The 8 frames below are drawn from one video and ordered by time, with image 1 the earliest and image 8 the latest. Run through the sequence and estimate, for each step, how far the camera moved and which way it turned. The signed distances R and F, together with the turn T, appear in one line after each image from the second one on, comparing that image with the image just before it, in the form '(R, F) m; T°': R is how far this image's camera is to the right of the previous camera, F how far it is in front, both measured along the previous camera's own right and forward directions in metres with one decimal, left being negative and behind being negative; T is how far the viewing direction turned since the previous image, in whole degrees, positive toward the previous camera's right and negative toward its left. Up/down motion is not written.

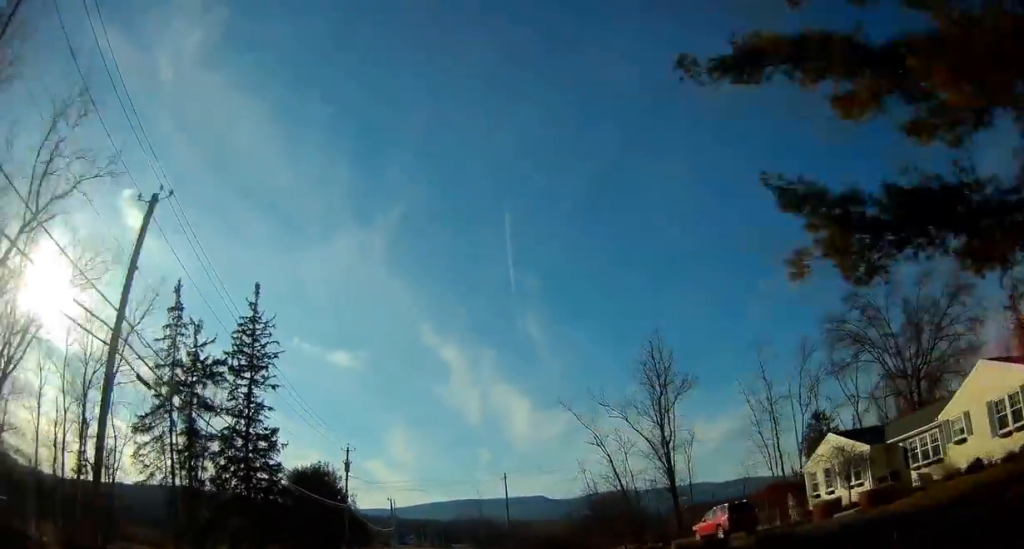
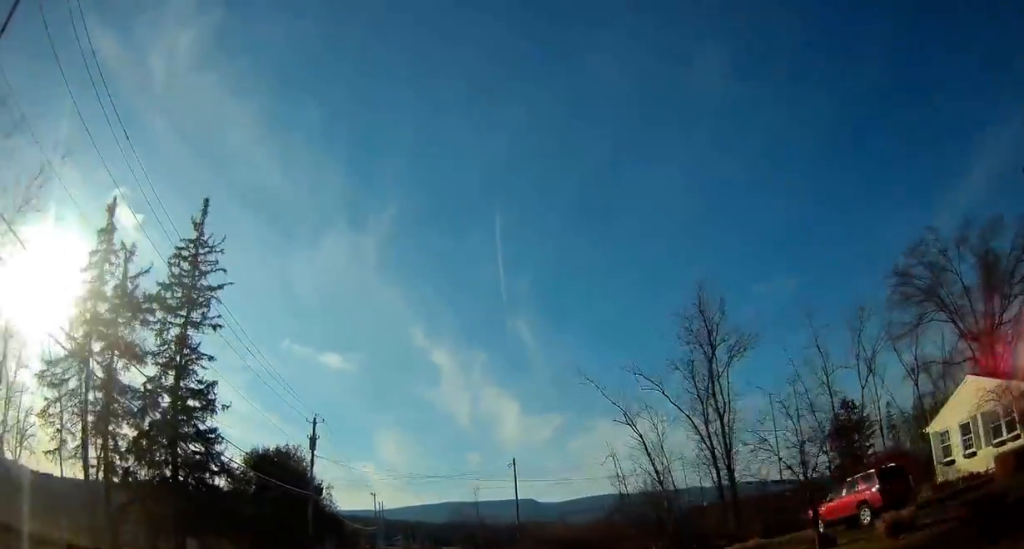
(0.0, +11.5) m; 0°
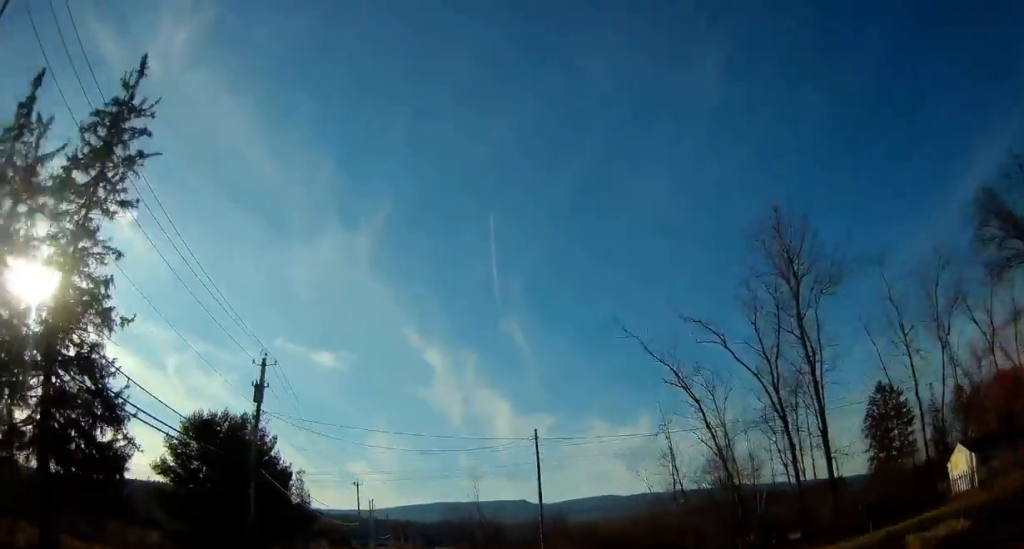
(0.0, +11.6) m; +1°
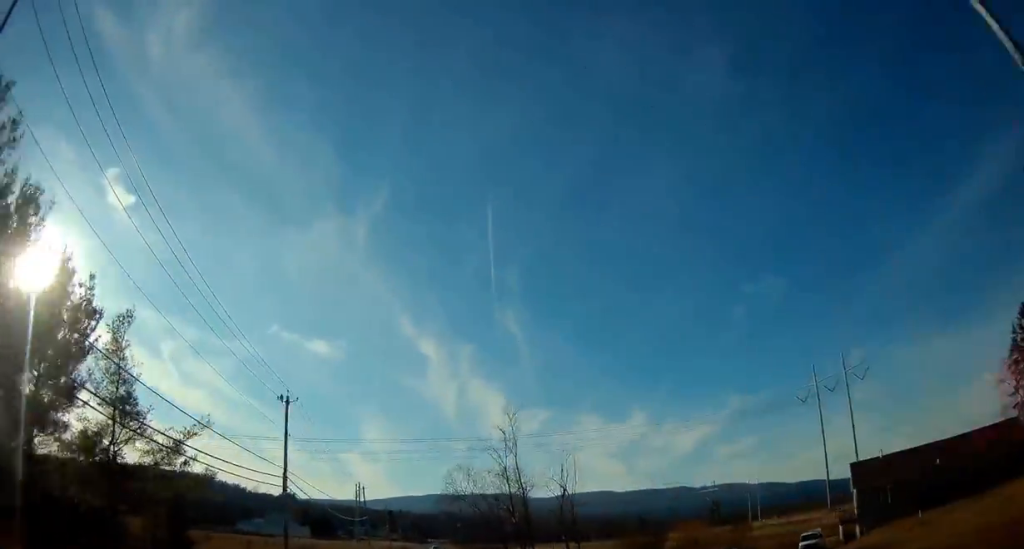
(+0.5, +32.3) m; +3°
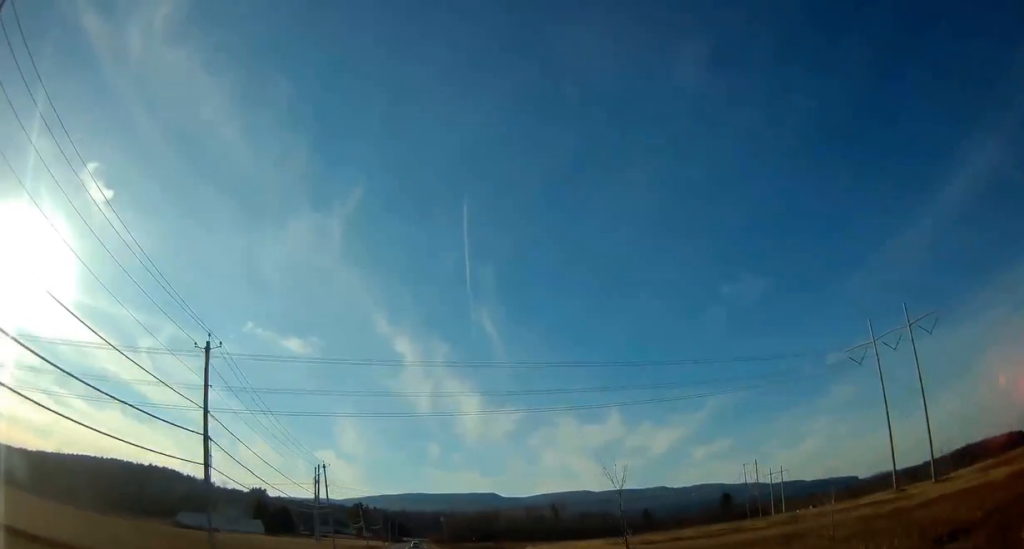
(+1.0, +50.4) m; +1°
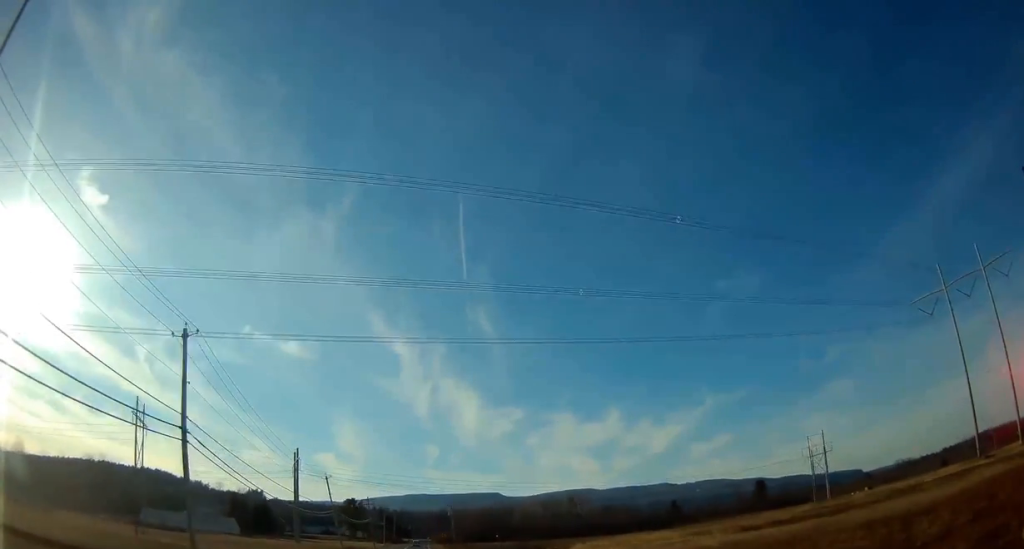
(+0.3, +37.4) m; +1°
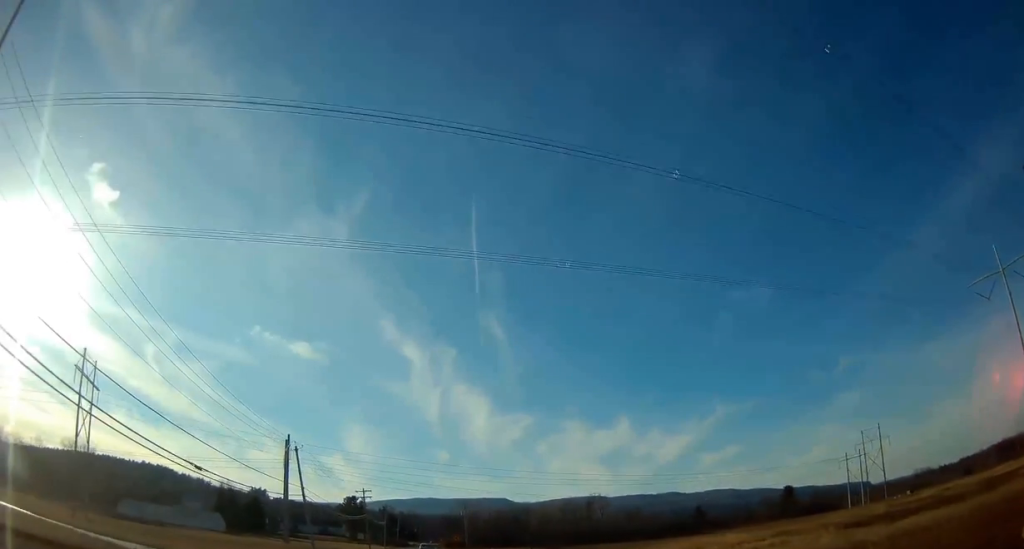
(0.0, +21.5) m; 0°
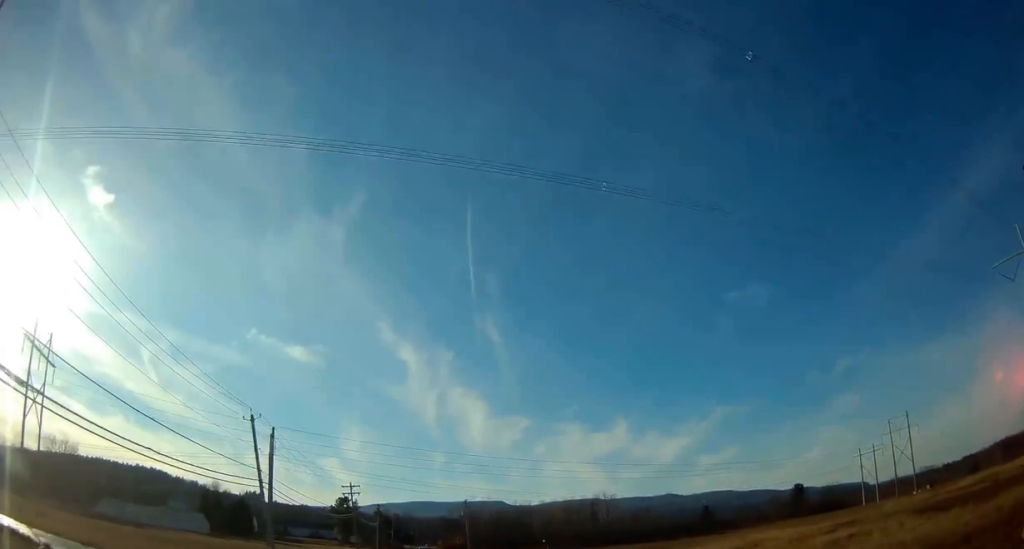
(-0.2, +12.5) m; 0°
